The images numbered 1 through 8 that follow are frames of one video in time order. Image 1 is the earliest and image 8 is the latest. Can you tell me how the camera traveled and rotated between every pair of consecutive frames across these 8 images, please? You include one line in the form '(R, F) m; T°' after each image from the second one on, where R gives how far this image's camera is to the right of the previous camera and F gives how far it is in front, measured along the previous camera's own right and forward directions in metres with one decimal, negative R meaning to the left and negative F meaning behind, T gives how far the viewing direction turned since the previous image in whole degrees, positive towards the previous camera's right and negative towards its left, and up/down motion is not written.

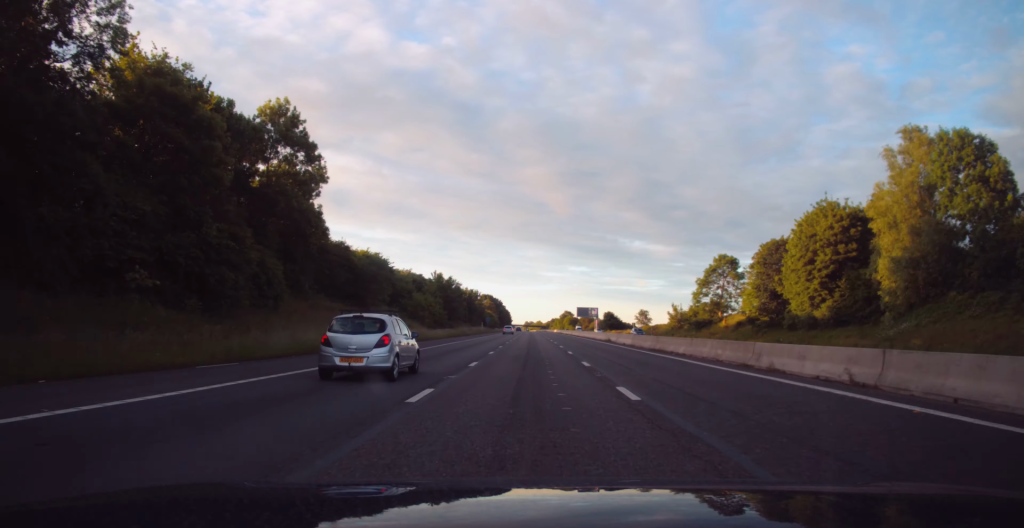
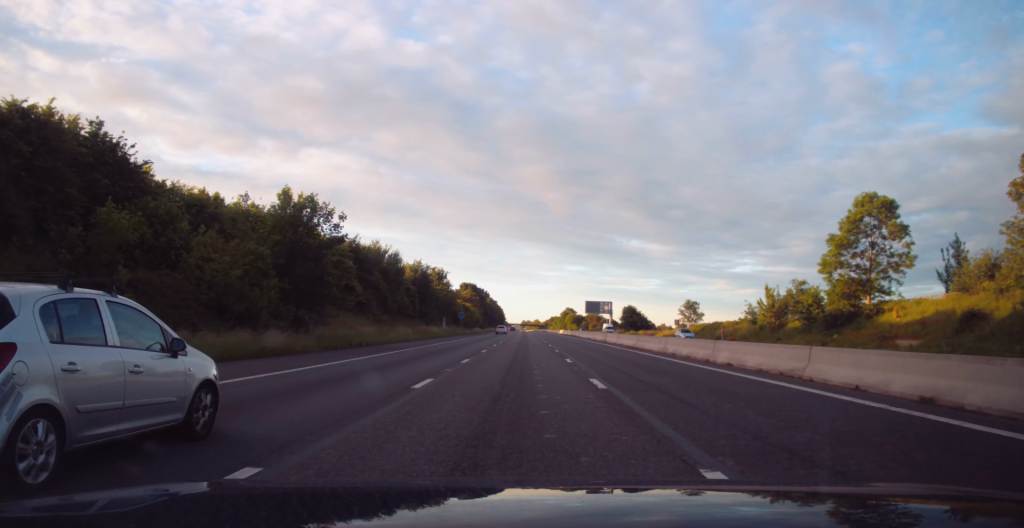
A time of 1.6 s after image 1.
(-0.2, +53.2) m; 0°
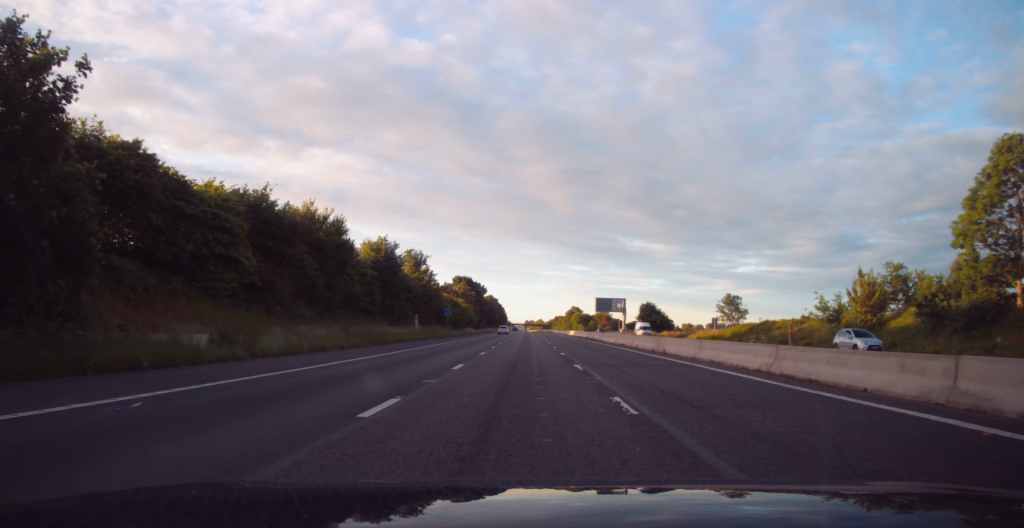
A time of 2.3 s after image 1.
(+0.1, +21.7) m; 0°
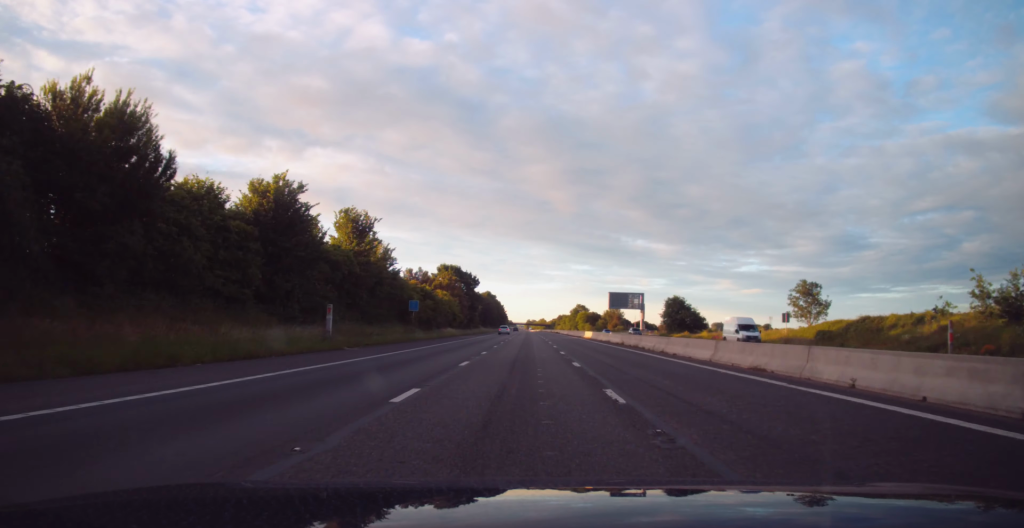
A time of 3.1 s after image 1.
(0.0, +26.0) m; 0°
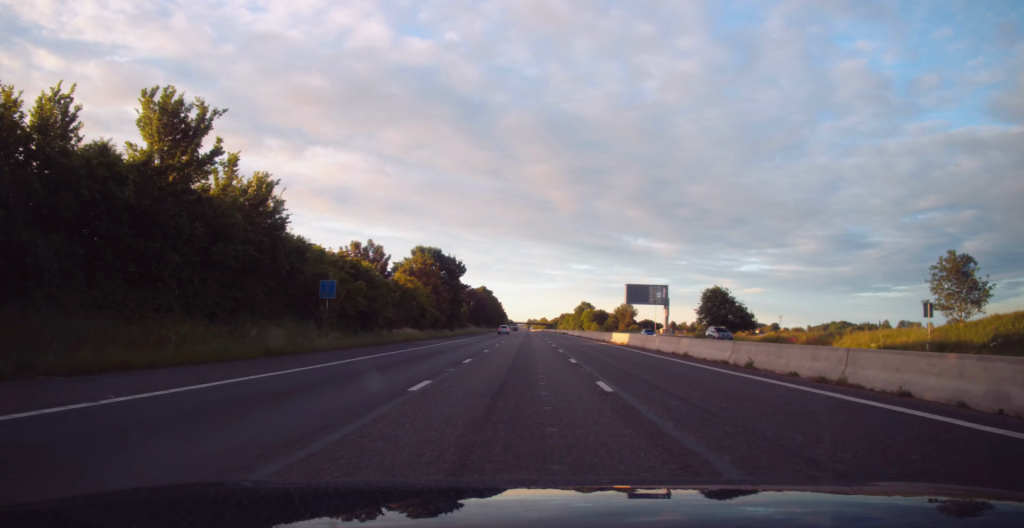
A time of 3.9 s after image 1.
(-0.1, +26.0) m; 0°
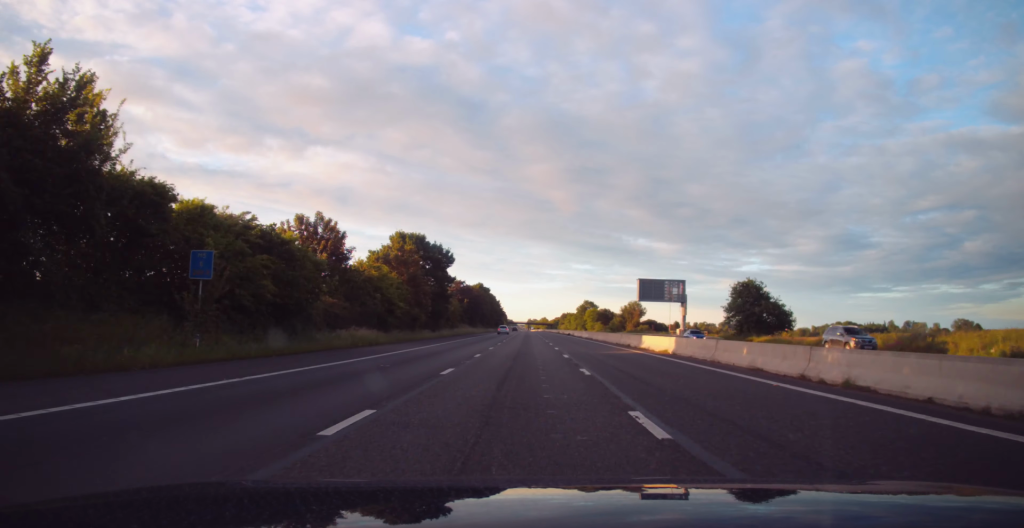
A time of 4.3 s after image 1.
(-0.1, +14.0) m; 0°
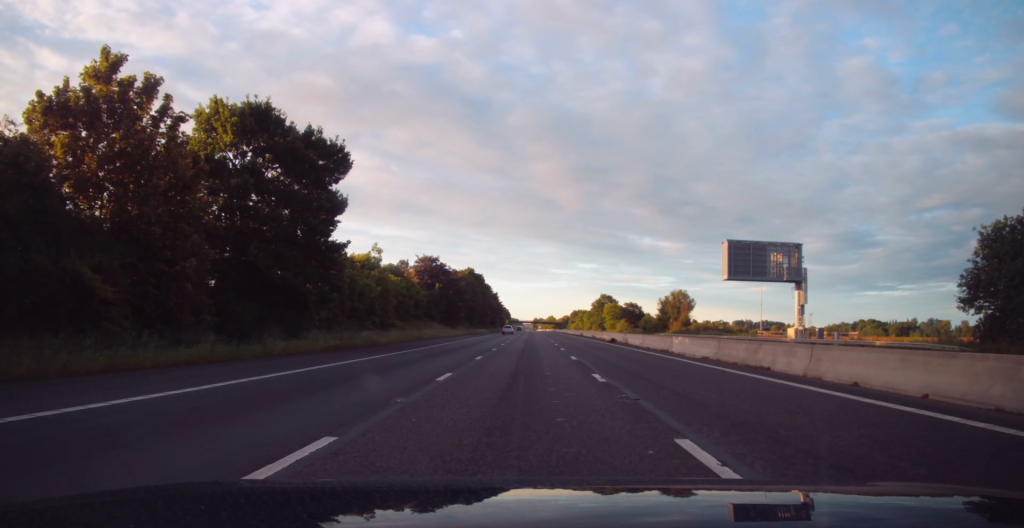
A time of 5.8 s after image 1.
(+0.2, +47.6) m; 0°
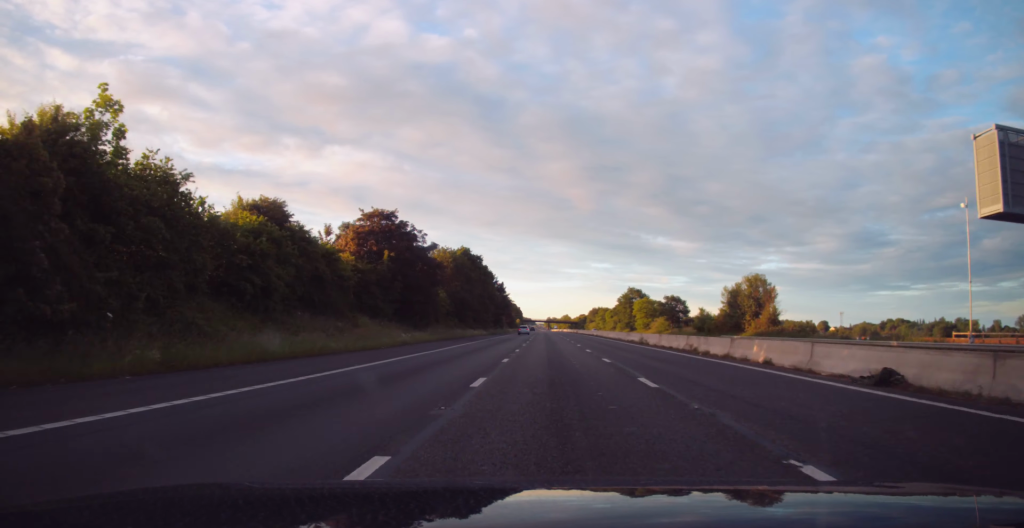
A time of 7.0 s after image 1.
(-0.5, +37.8) m; -1°
